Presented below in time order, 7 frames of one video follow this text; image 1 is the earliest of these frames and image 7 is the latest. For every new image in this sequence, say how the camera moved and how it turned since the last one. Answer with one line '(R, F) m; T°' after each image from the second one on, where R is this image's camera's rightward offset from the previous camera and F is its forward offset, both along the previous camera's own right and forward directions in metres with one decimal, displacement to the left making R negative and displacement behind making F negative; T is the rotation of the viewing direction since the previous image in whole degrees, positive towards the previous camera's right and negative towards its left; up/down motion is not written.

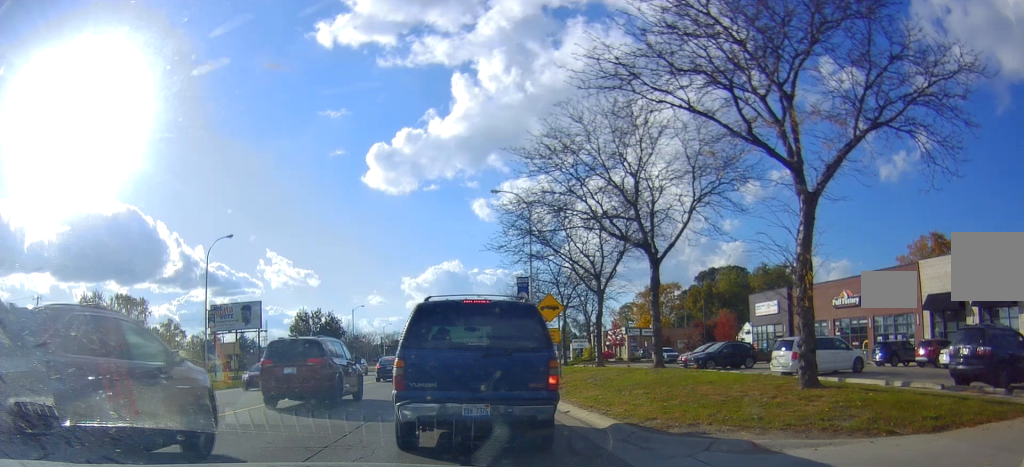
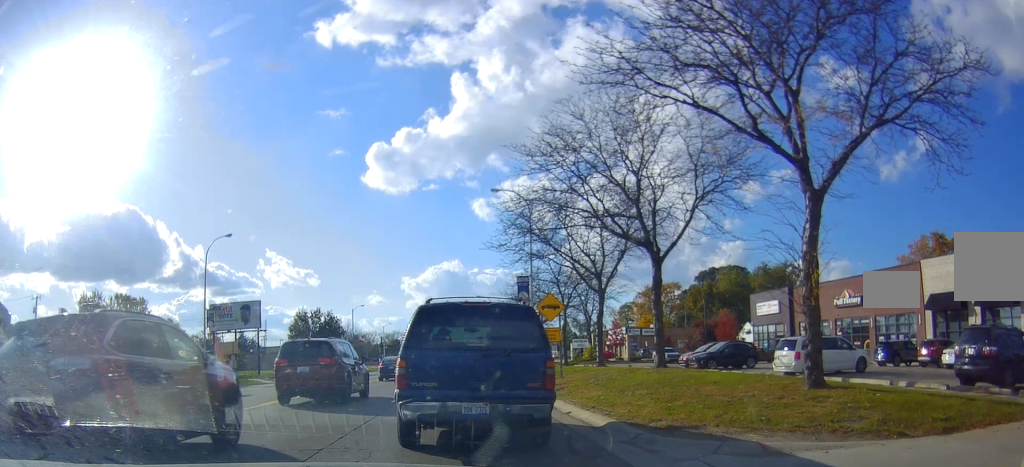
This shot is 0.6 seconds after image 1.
(0.0, +0.3) m; 0°
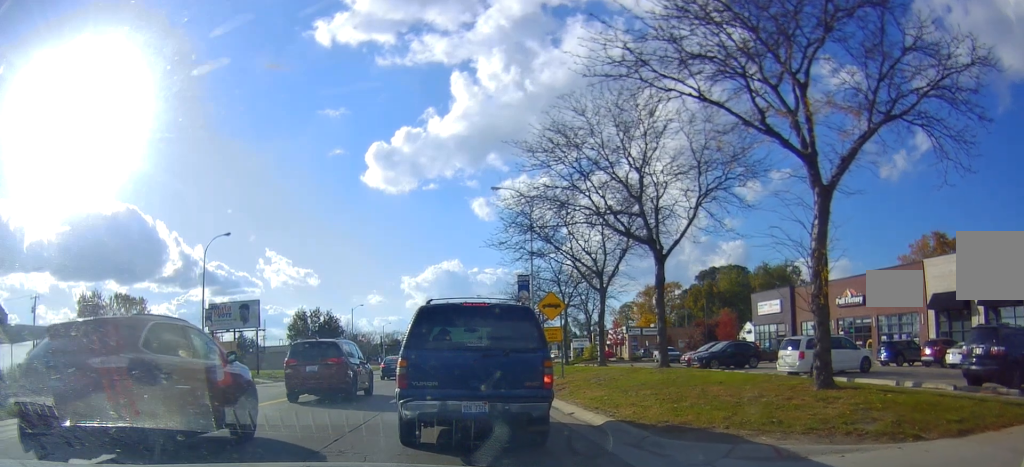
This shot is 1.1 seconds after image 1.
(0.0, +0.2) m; 0°
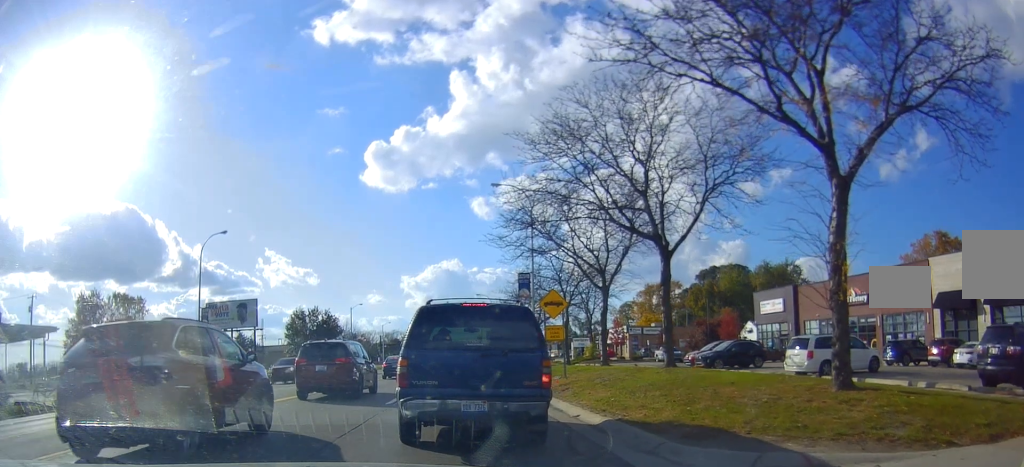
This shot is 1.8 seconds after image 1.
(0.0, +0.4) m; 0°
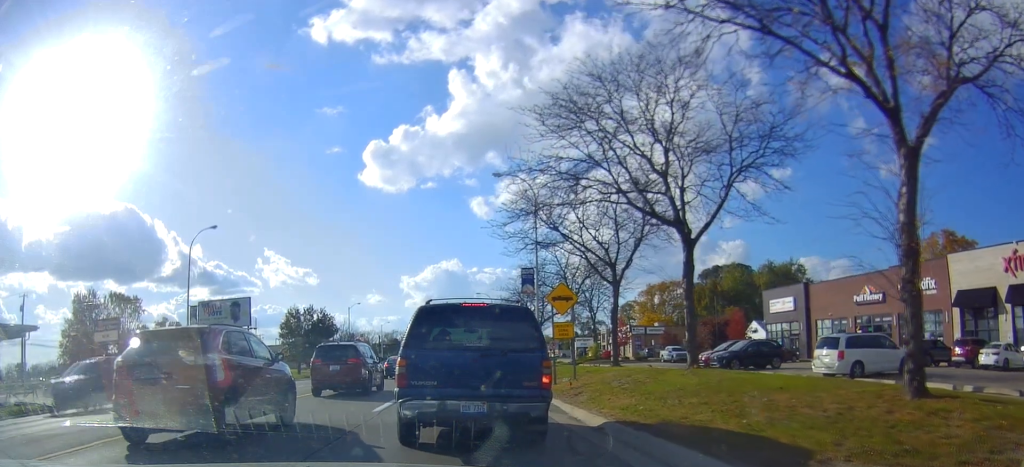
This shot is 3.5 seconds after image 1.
(-0.1, +0.9) m; 0°
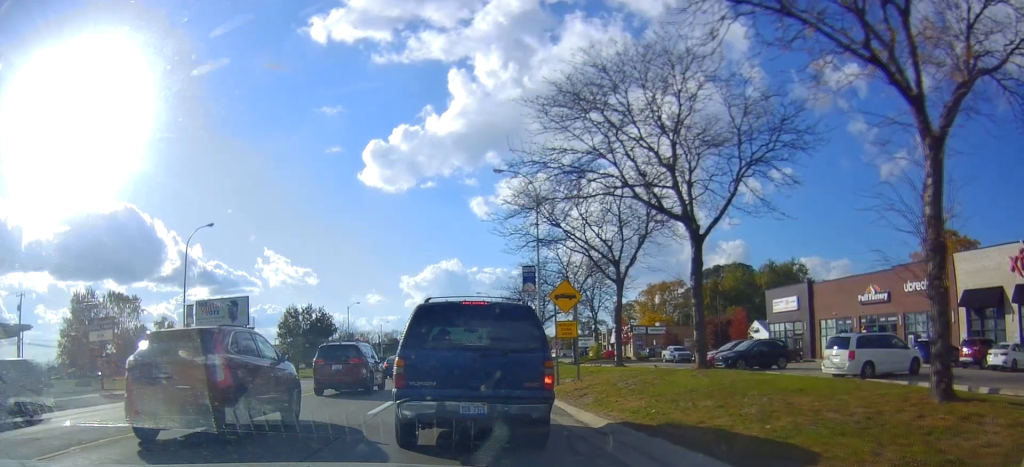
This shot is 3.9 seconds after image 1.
(-0.2, +0.3) m; 0°
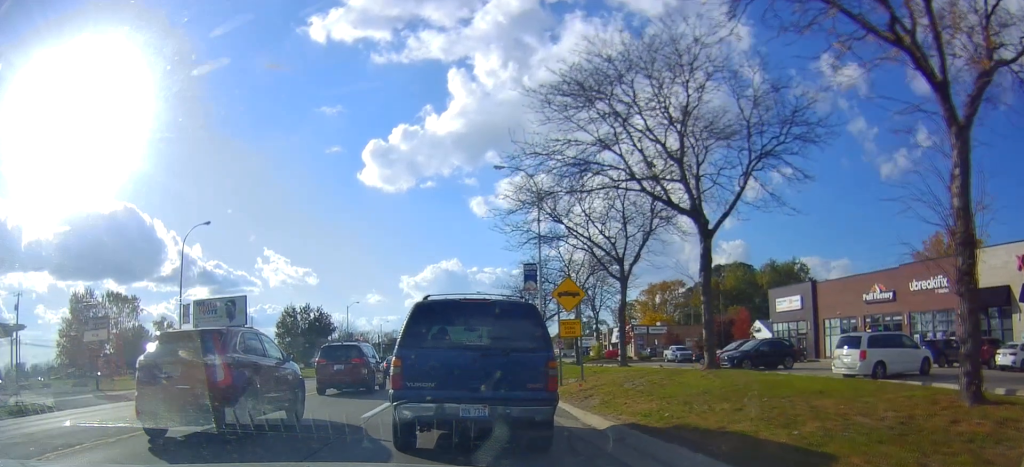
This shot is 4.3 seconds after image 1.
(-0.2, +0.3) m; 0°
